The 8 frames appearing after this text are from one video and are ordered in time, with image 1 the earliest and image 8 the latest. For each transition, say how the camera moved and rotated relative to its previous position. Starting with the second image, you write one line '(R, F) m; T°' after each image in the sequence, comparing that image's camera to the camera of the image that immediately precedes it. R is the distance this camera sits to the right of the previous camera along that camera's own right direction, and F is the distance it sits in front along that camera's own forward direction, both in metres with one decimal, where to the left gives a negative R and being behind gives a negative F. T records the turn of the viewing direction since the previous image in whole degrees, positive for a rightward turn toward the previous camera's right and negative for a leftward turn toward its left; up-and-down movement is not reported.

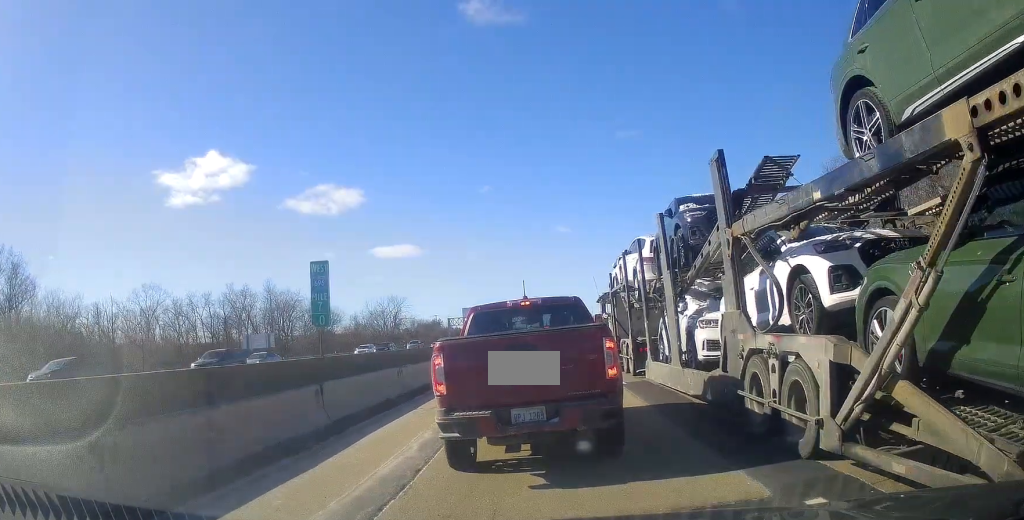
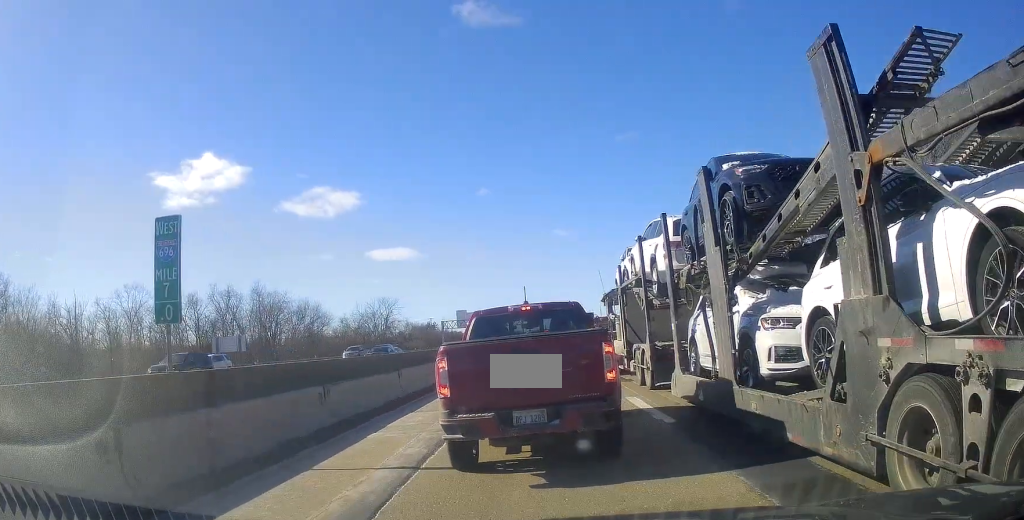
(+0.1, +6.8) m; +1°
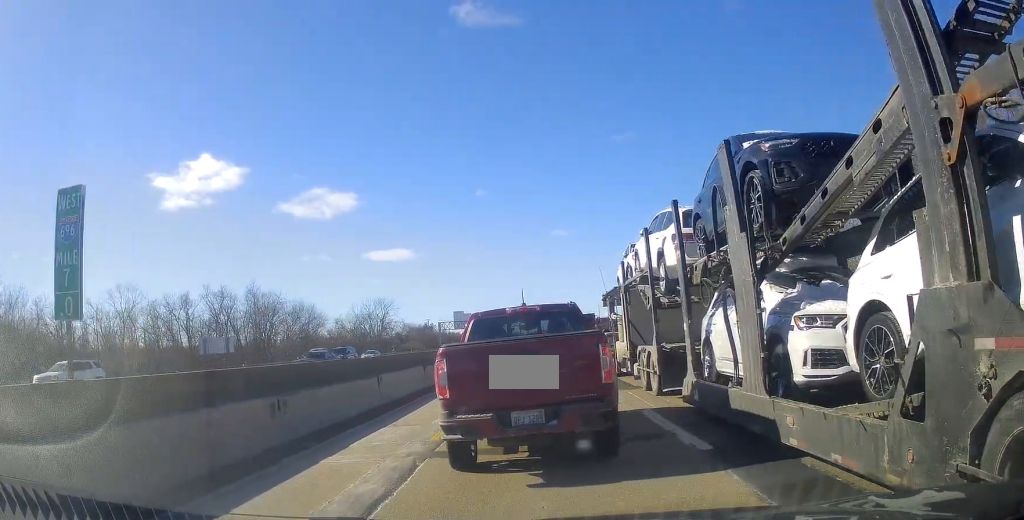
(0.0, +2.2) m; 0°
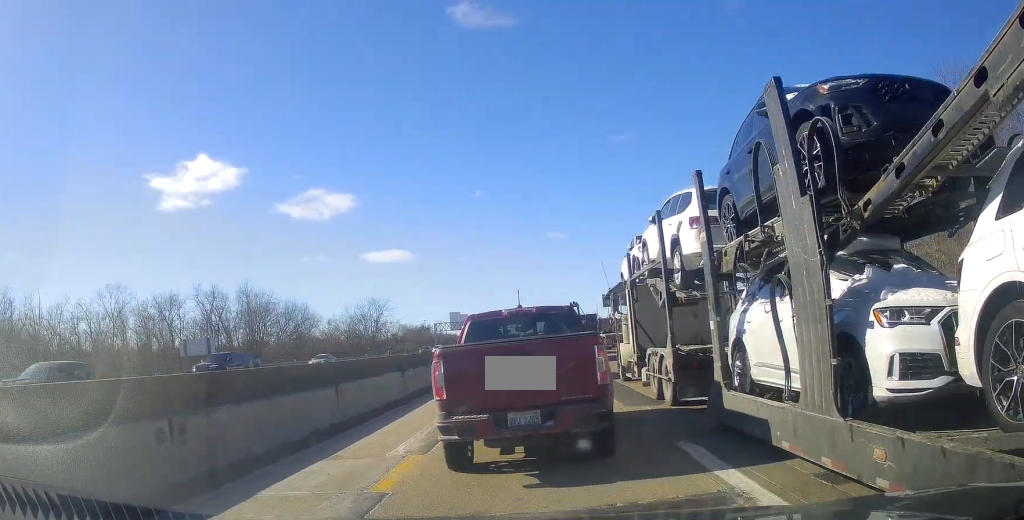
(0.0, +3.2) m; 0°
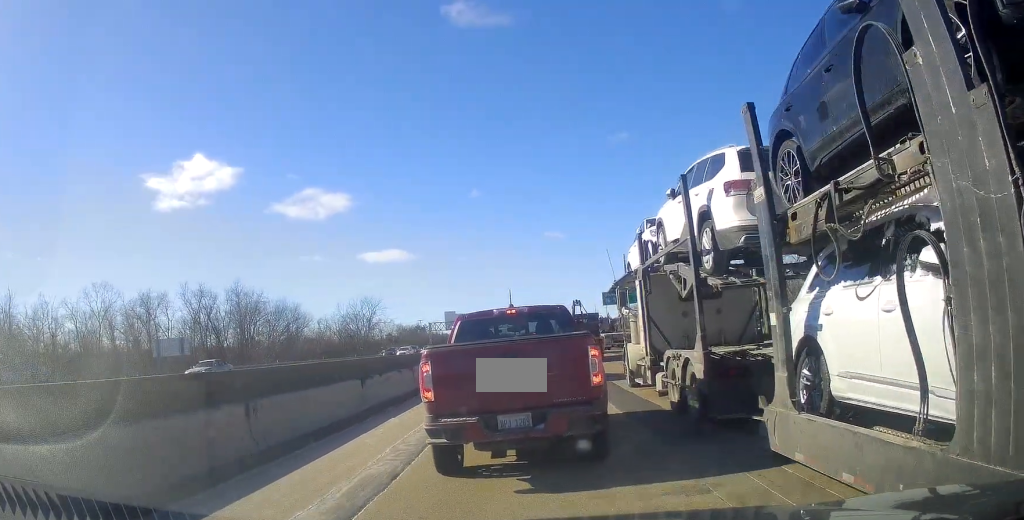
(0.0, +3.9) m; 0°
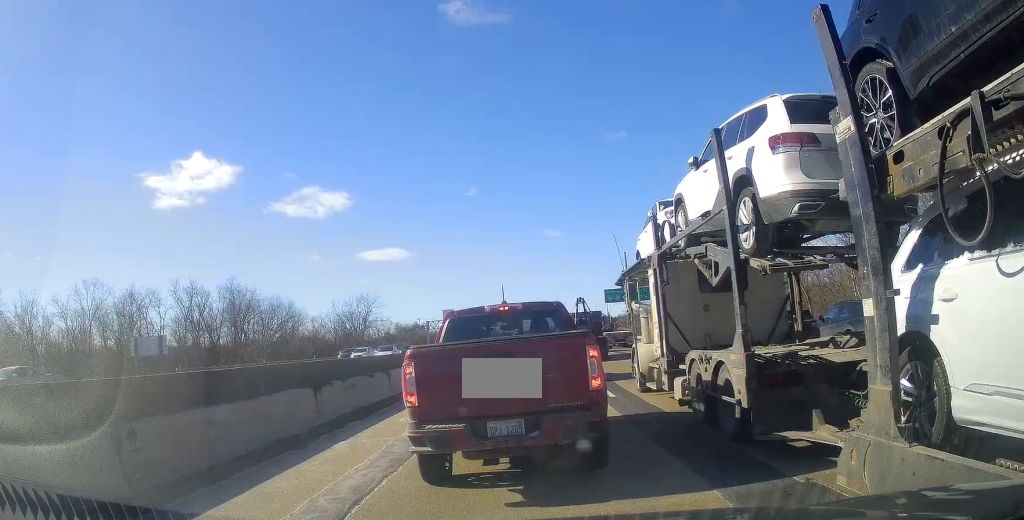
(0.0, +3.0) m; 0°
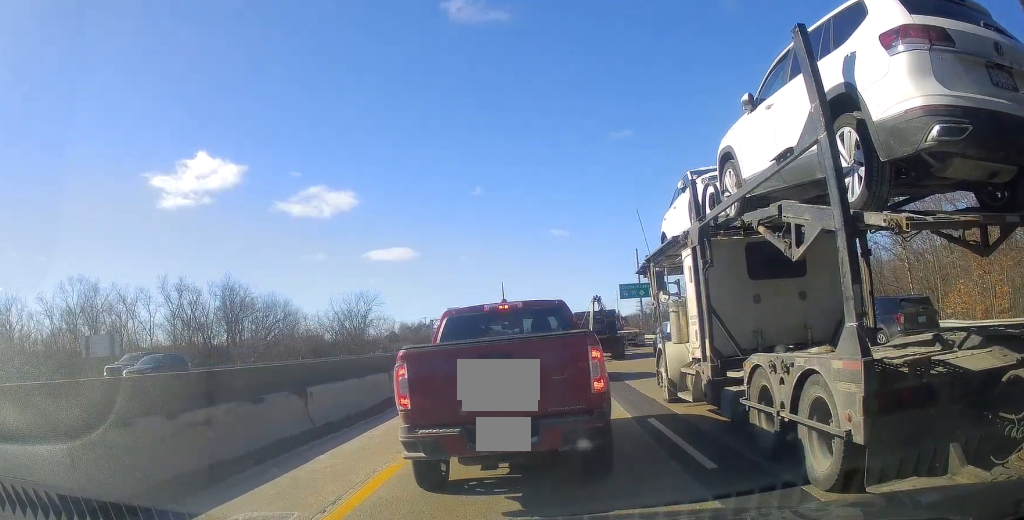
(0.0, +7.4) m; 0°
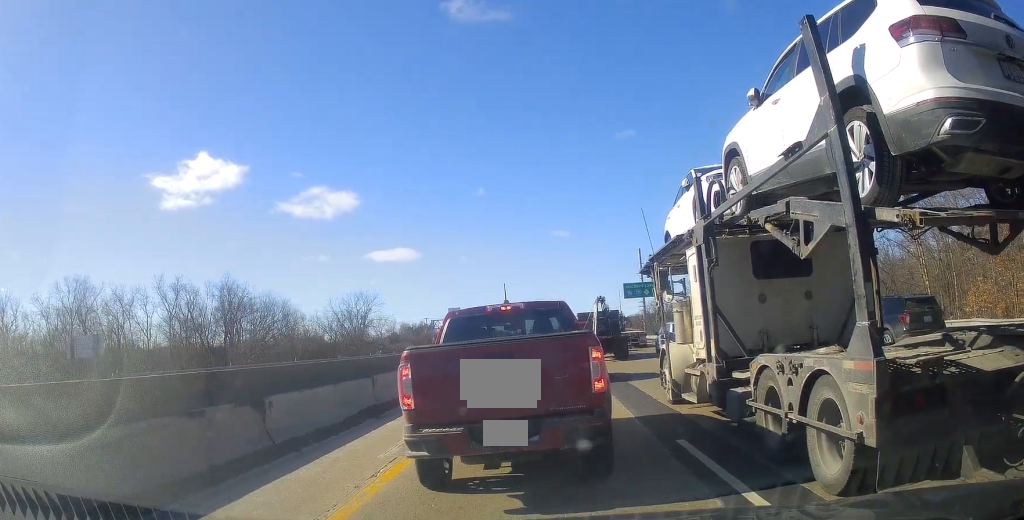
(0.0, +2.1) m; 0°
